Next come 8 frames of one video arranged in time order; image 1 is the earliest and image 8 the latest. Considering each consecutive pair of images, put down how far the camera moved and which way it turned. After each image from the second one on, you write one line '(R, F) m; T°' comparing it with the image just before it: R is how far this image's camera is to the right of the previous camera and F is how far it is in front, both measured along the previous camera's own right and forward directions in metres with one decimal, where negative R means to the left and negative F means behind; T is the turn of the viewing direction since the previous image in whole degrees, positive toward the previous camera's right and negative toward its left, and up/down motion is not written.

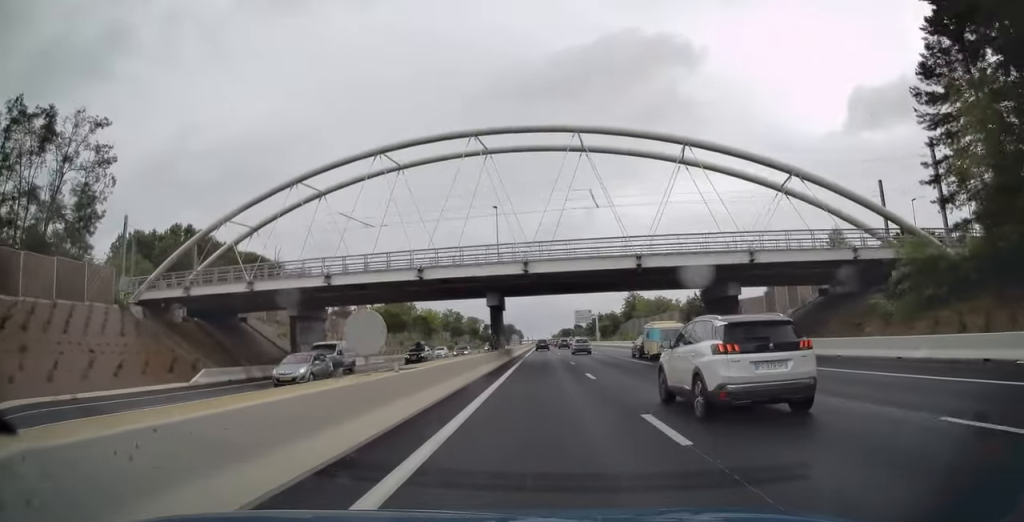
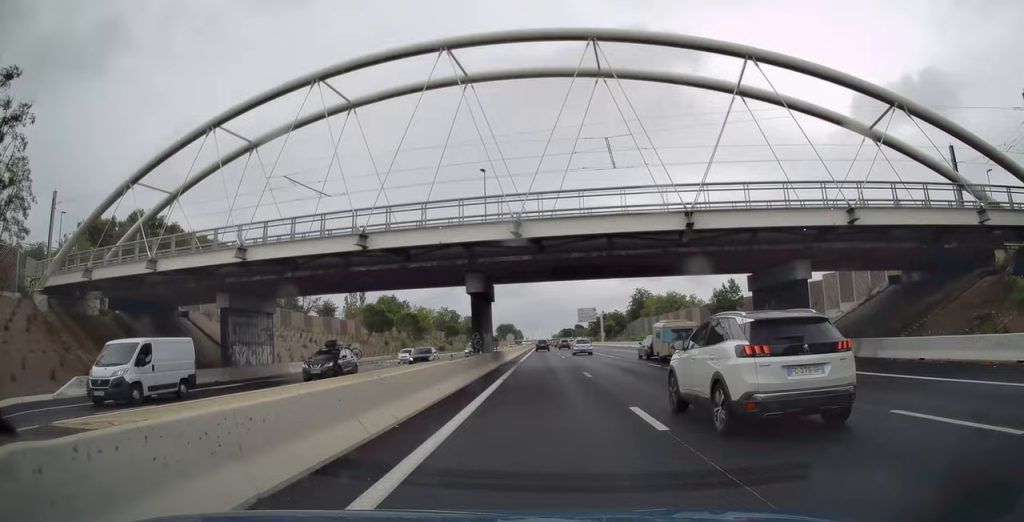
(0.0, +11.7) m; 0°
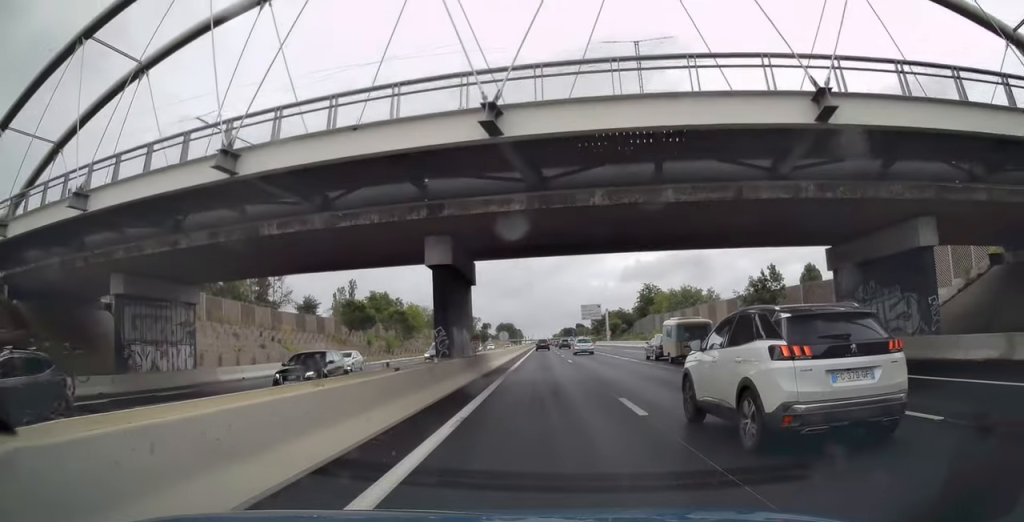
(0.0, +11.3) m; 0°
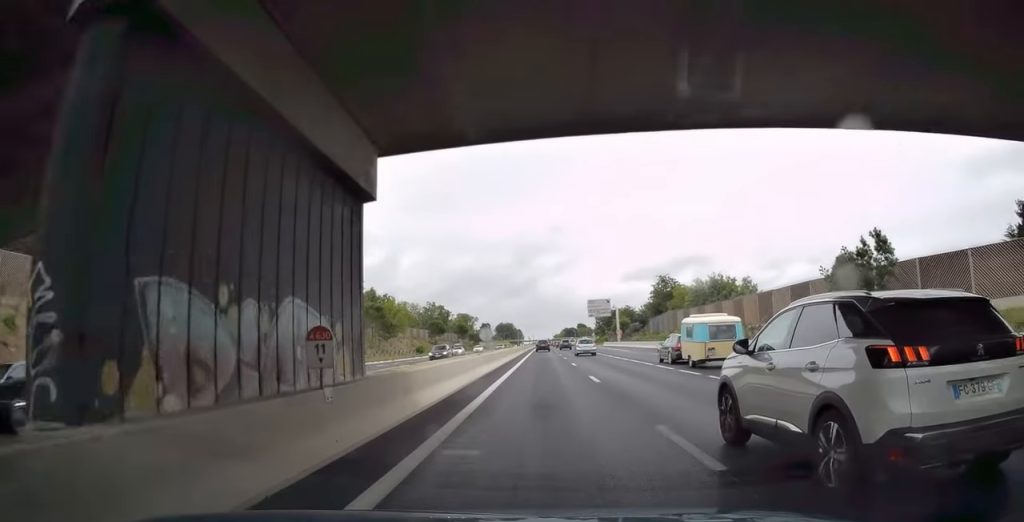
(+0.1, +17.4) m; 0°
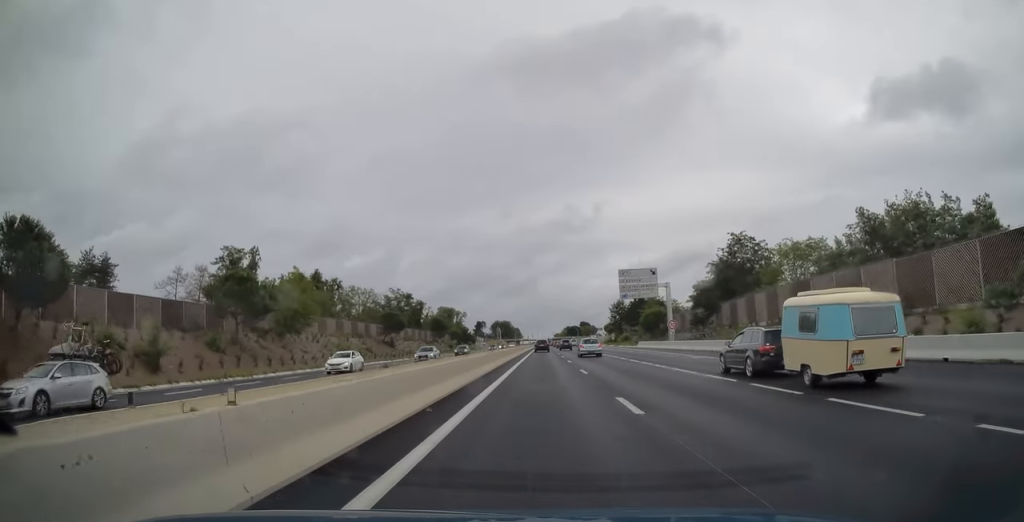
(-0.1, +47.4) m; +1°
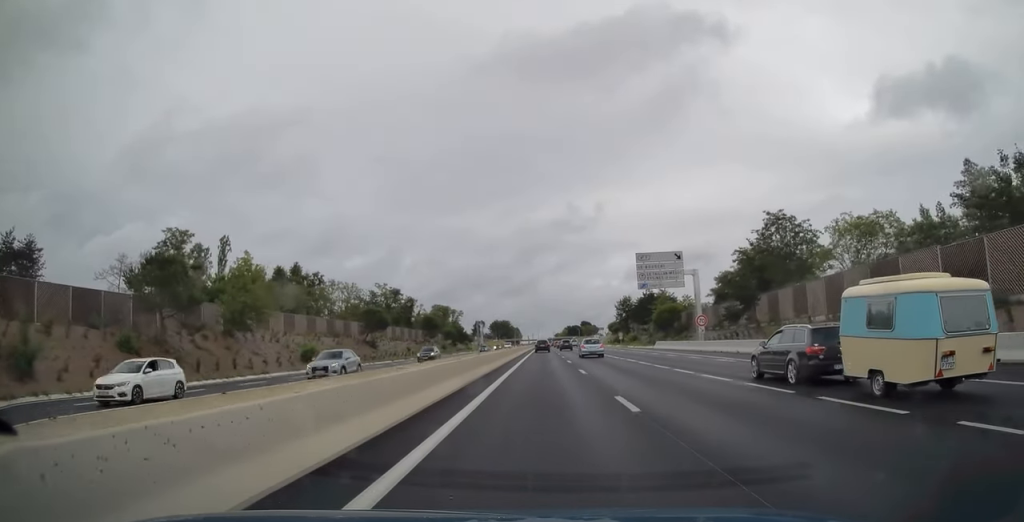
(+0.1, +12.6) m; 0°
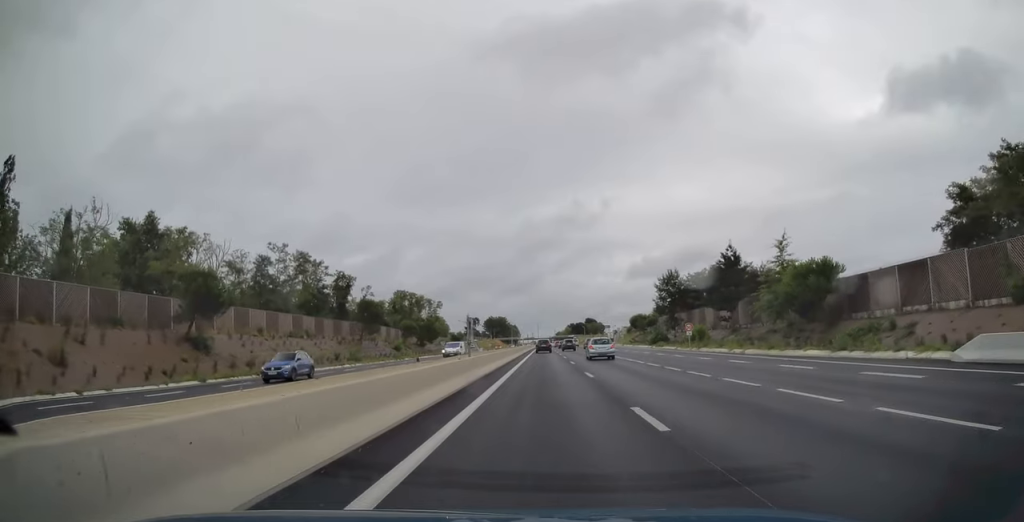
(-0.3, +54.6) m; -1°
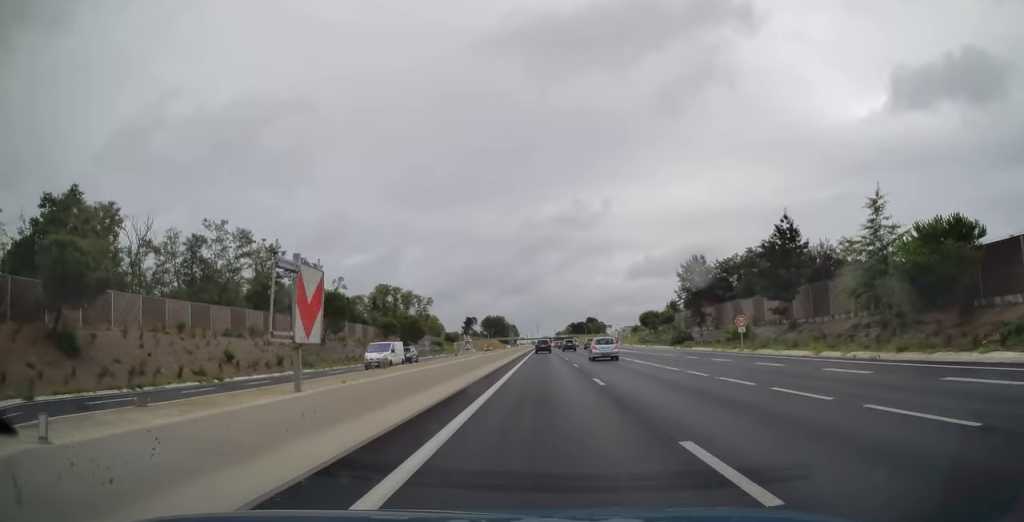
(-0.2, +17.0) m; 0°
